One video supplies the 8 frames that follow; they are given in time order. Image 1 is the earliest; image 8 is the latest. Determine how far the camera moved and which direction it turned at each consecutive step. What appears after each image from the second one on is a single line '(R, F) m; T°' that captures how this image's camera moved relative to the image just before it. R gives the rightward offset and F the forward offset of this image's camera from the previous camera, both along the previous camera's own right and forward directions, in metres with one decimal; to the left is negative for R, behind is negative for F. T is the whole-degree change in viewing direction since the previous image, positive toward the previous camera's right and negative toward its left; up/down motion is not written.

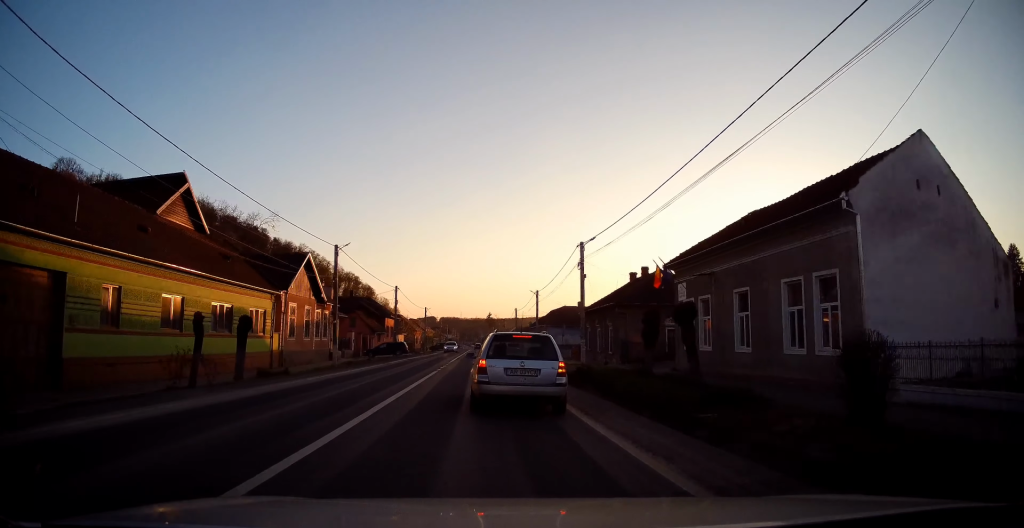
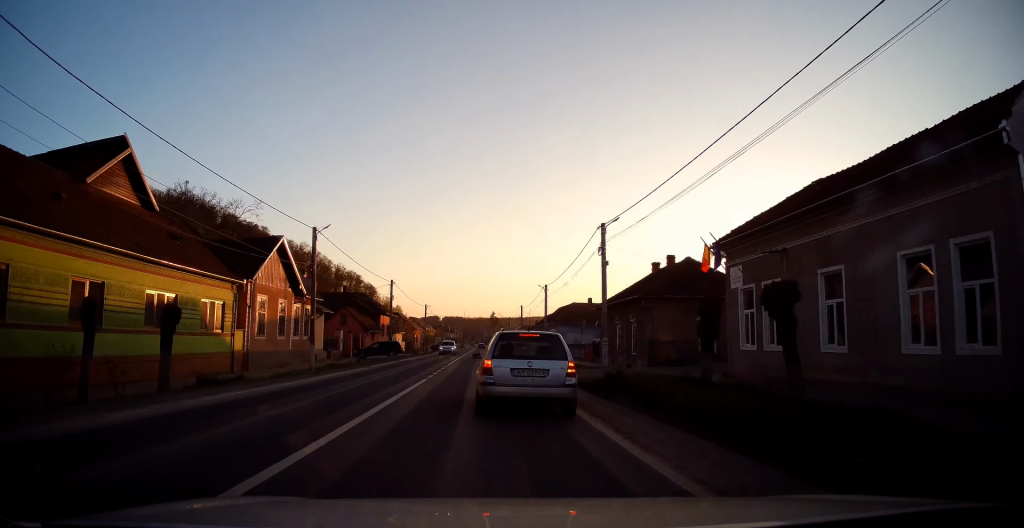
(0.0, +5.8) m; 0°
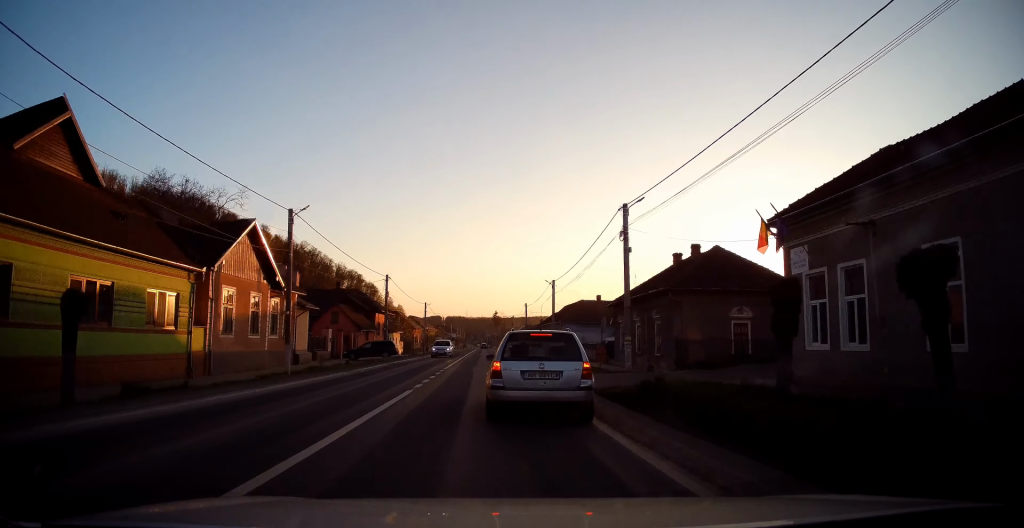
(0.0, +4.6) m; +1°
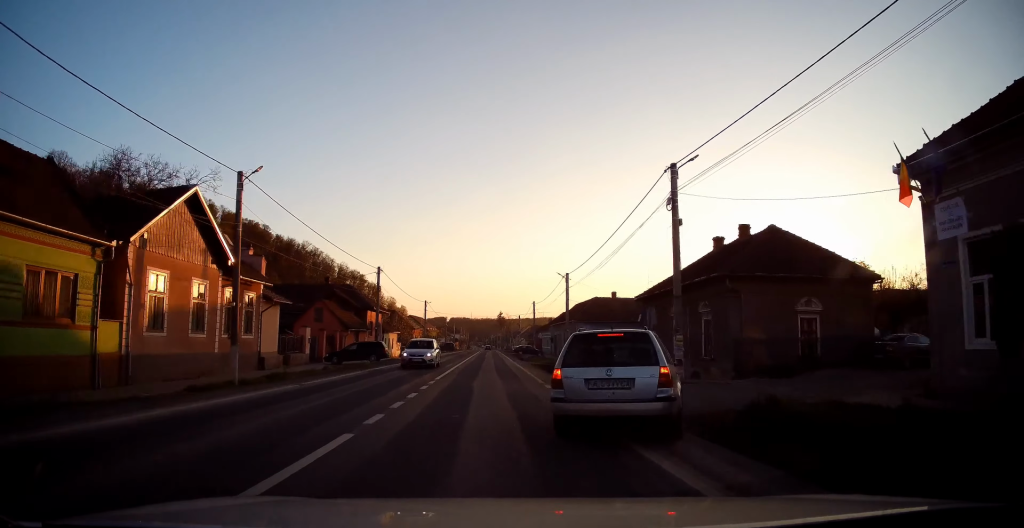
(+0.1, +7.1) m; +1°
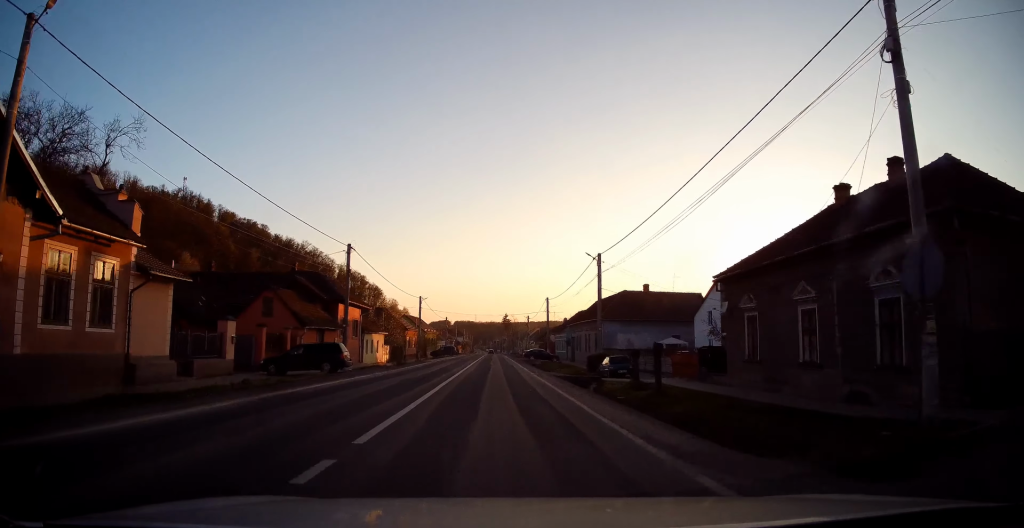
(+0.2, +13.3) m; +1°
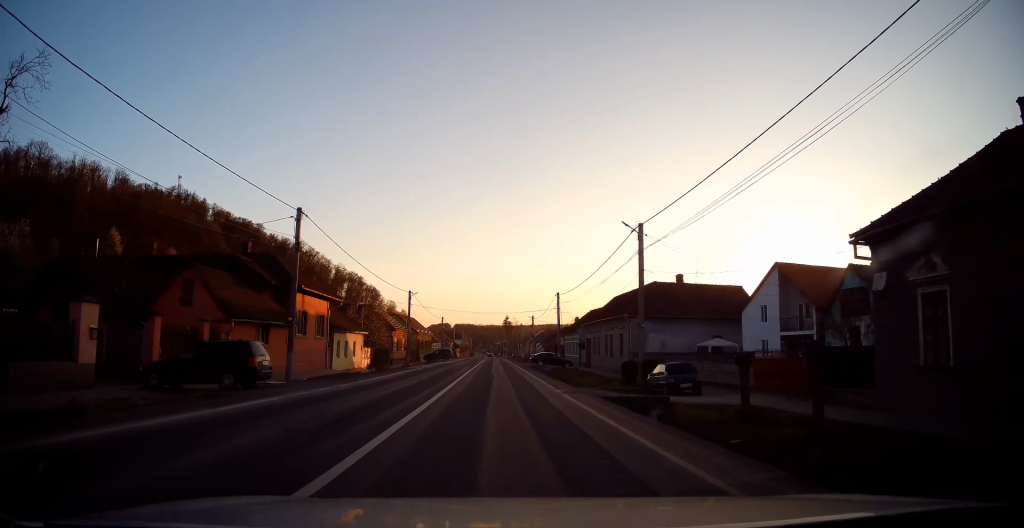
(0.0, +9.4) m; -1°
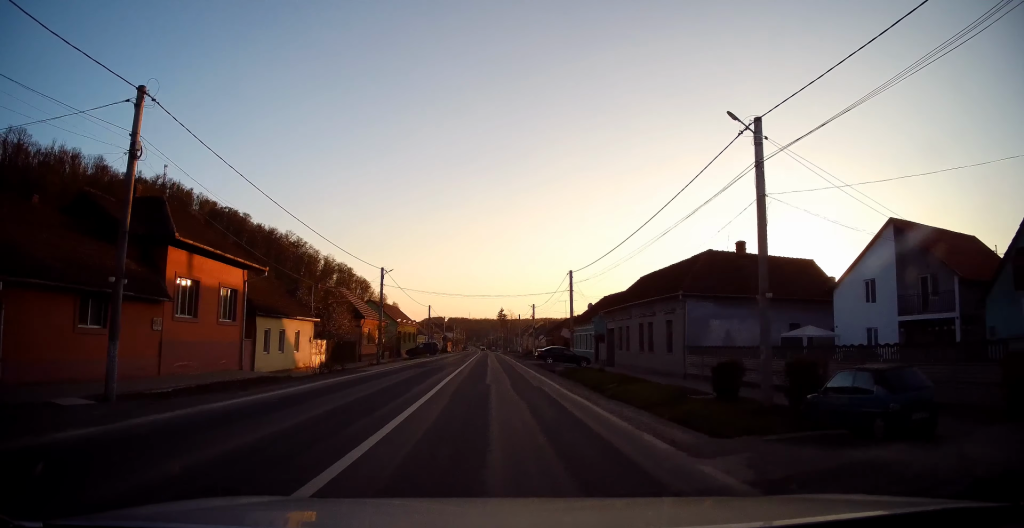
(-0.4, +11.9) m; -3°
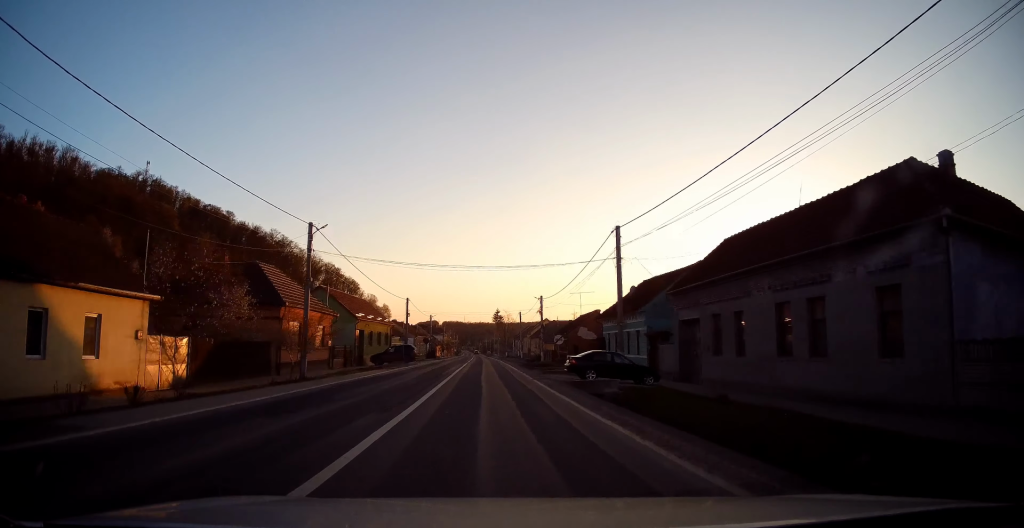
(-0.1, +18.2) m; +1°
